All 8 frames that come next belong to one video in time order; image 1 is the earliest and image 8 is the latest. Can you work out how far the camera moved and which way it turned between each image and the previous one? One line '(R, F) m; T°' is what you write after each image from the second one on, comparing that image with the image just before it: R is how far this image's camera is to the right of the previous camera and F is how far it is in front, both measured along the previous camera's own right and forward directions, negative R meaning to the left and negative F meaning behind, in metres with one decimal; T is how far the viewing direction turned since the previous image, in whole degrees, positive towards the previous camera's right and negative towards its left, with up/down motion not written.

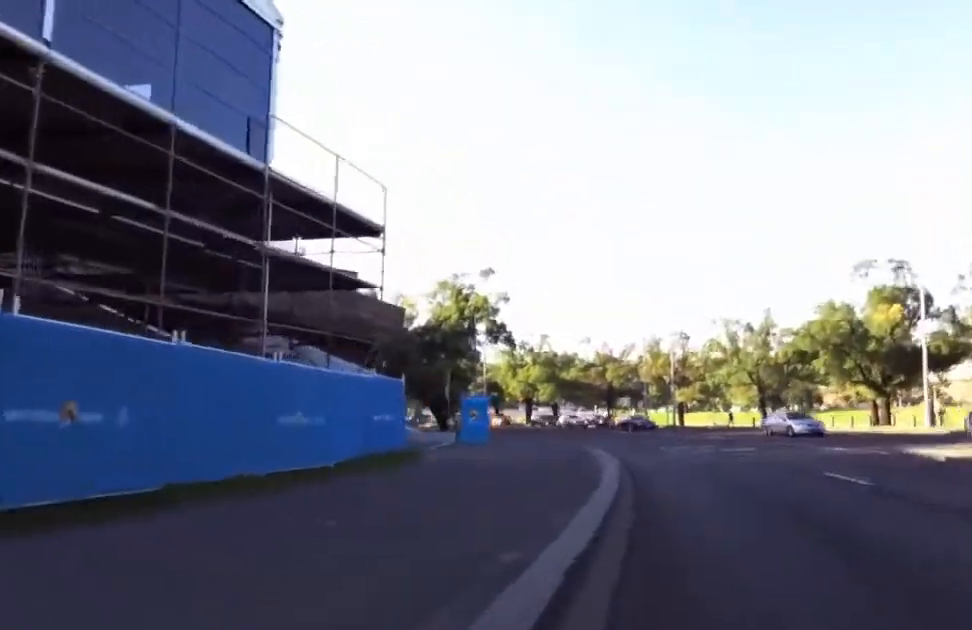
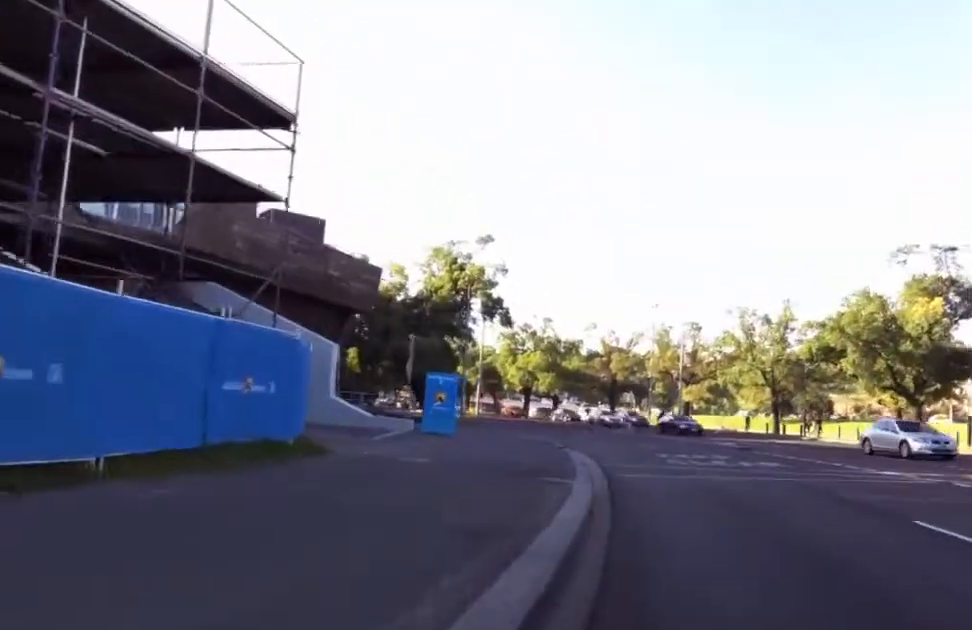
(0.0, +5.8) m; 0°
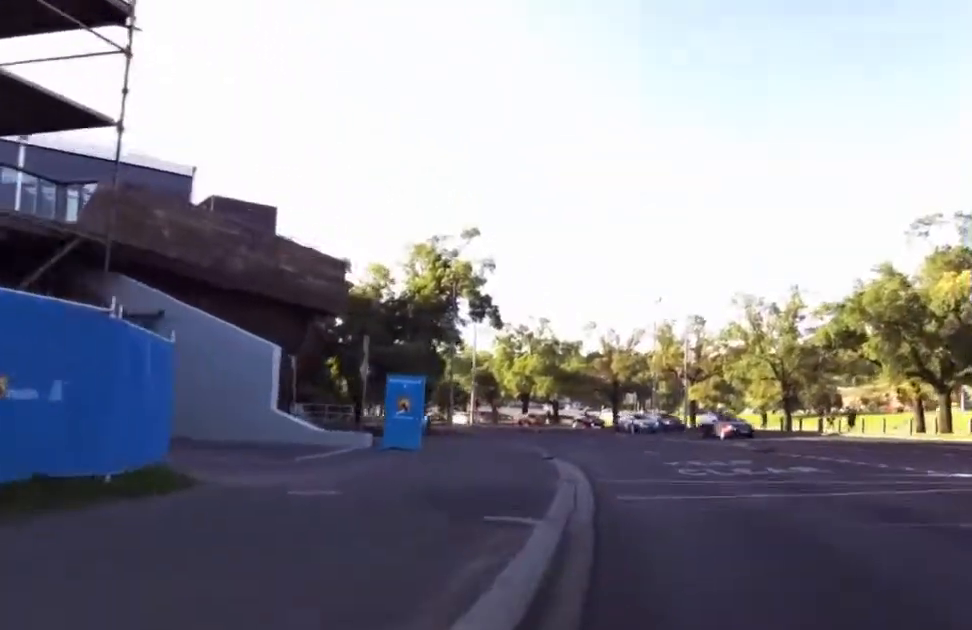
(0.0, +4.4) m; -1°
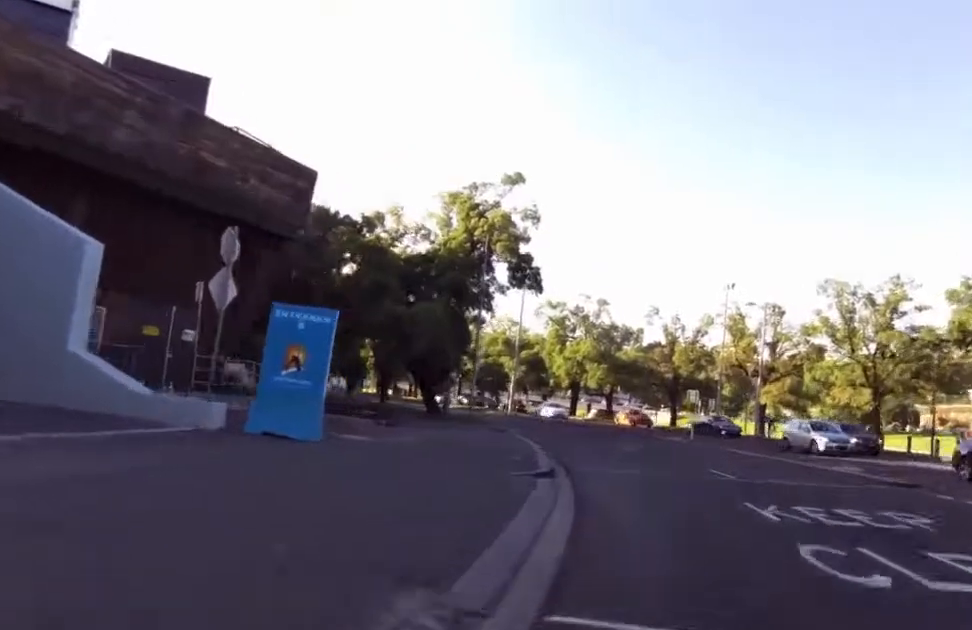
(-0.1, +10.7) m; -6°
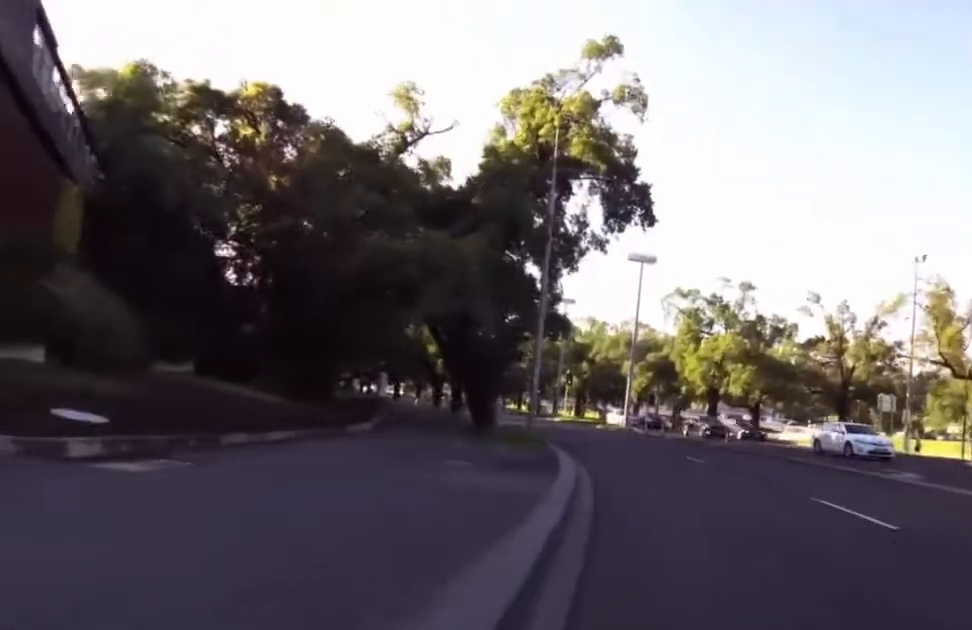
(-3.0, +19.4) m; -12°
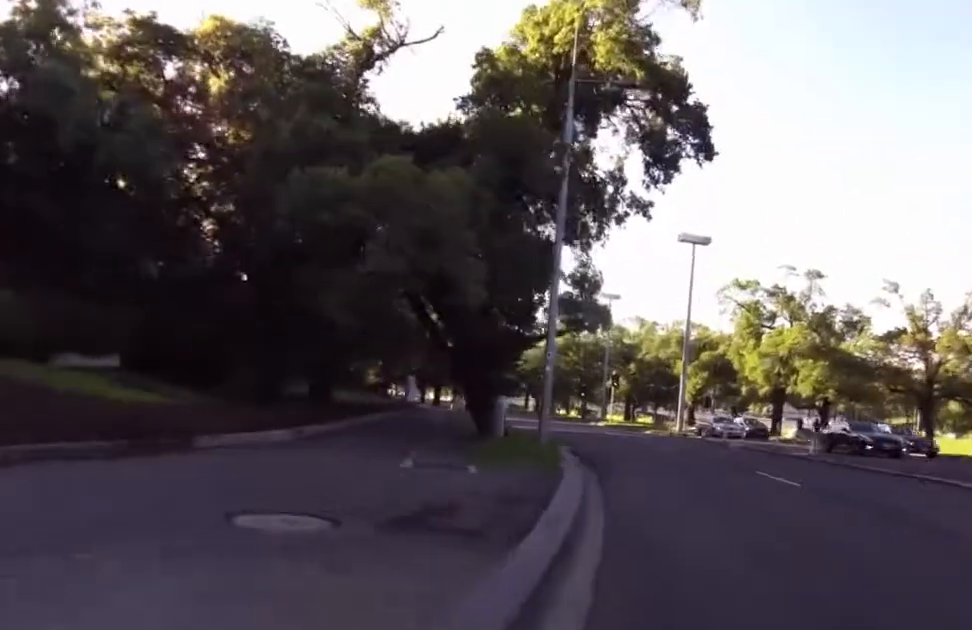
(+0.3, +7.6) m; +1°
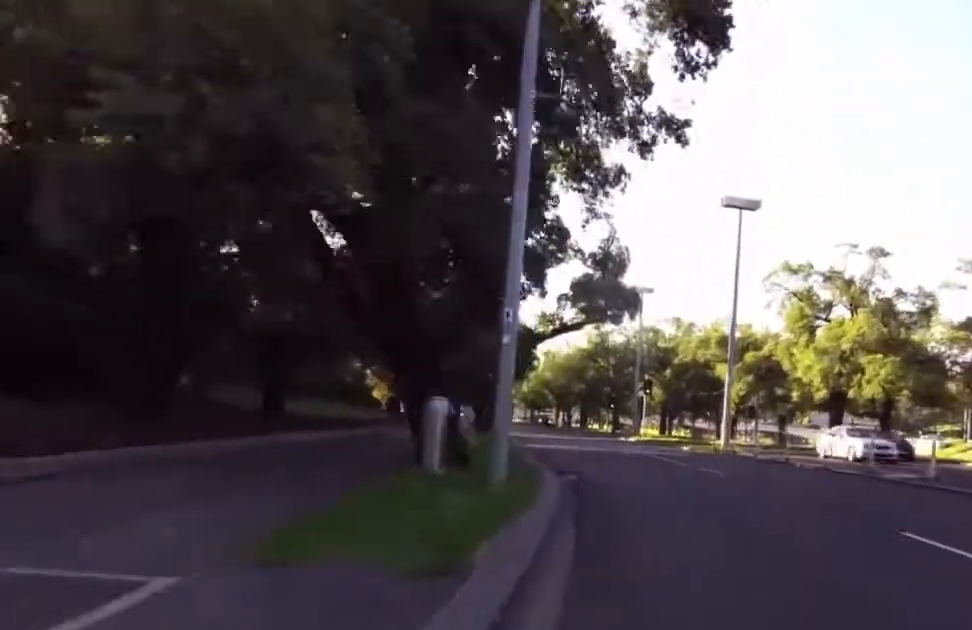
(0.0, +7.9) m; -12°
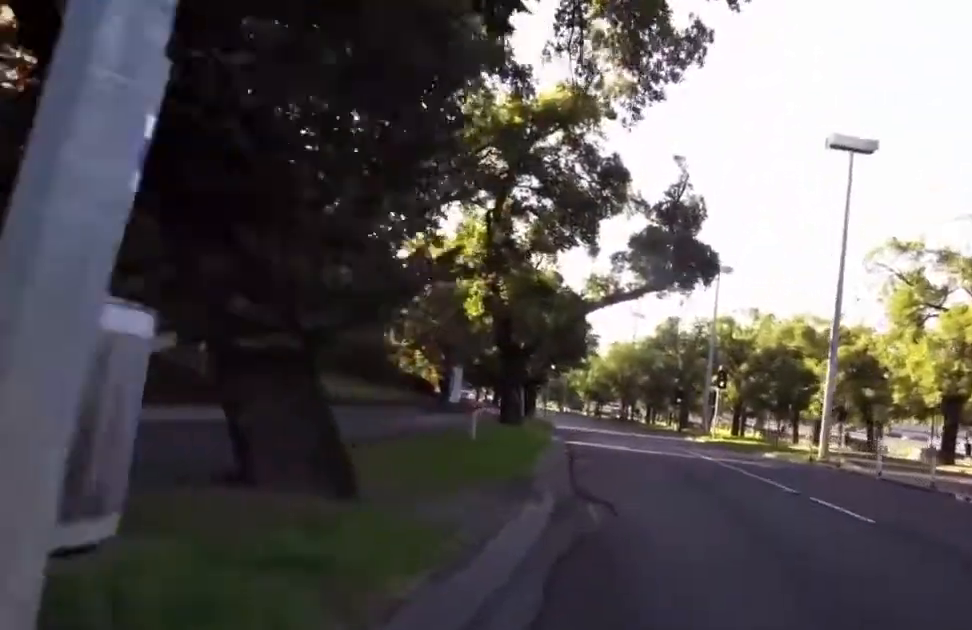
(-1.5, +7.5) m; -6°
